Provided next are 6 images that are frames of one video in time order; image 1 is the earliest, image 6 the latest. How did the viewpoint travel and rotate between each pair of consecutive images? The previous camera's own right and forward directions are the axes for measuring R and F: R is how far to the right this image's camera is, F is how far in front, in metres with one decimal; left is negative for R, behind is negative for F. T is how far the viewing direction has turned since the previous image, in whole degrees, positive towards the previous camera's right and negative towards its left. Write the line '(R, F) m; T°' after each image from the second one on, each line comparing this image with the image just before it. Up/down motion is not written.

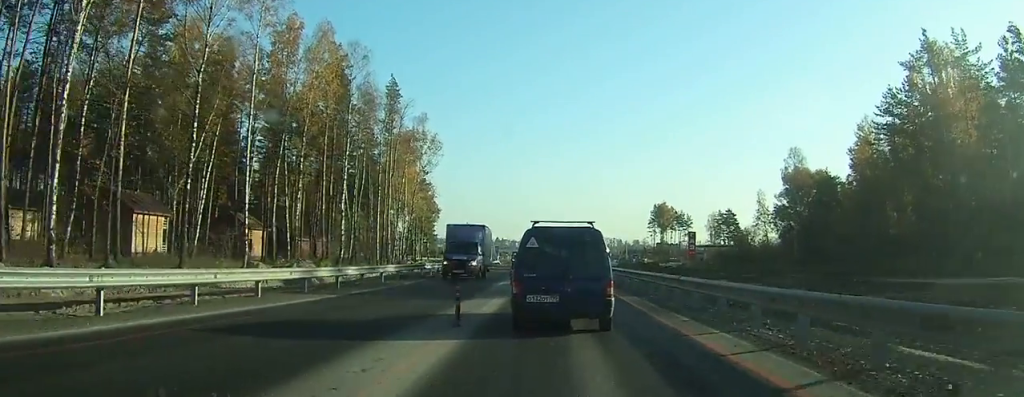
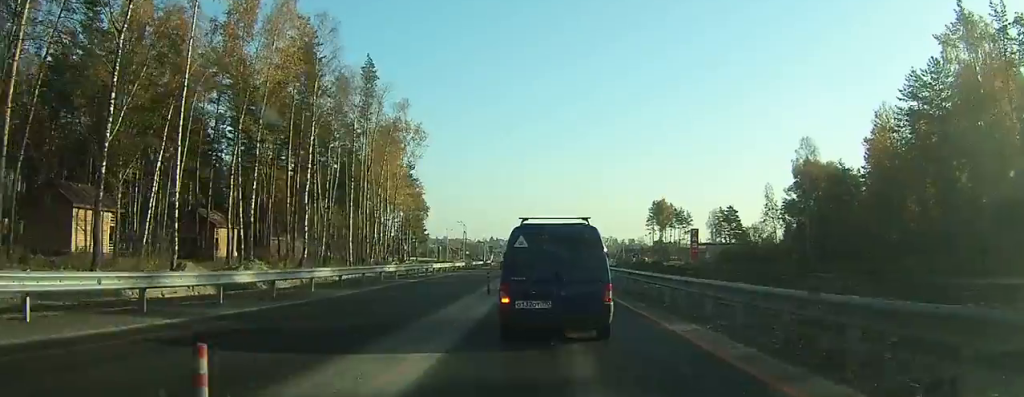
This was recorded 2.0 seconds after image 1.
(+0.2, +6.6) m; 0°
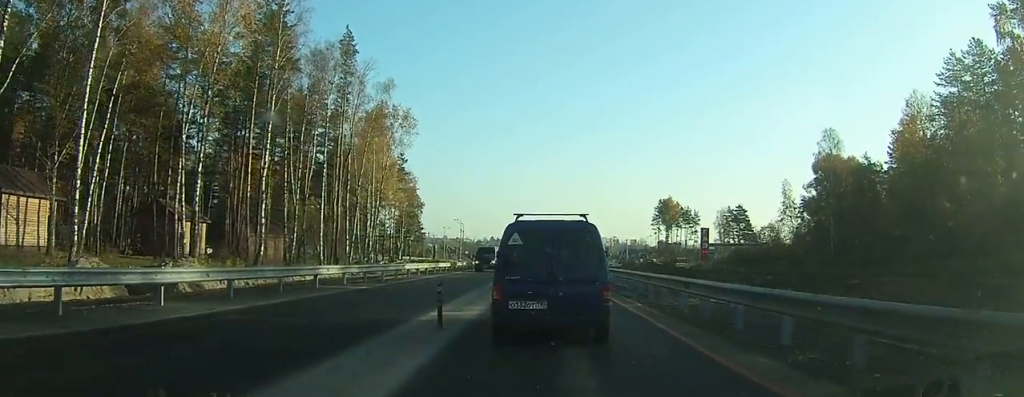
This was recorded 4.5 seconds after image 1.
(-0.2, +7.9) m; -2°
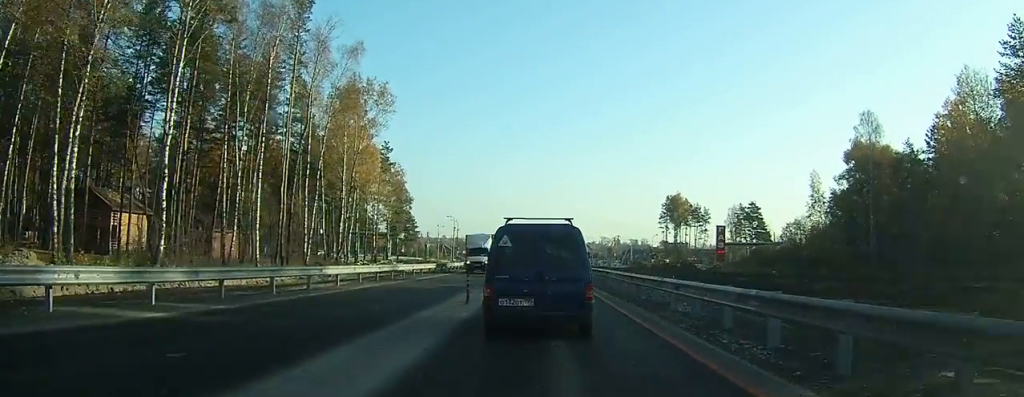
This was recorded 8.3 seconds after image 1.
(0.0, +12.0) m; +1°
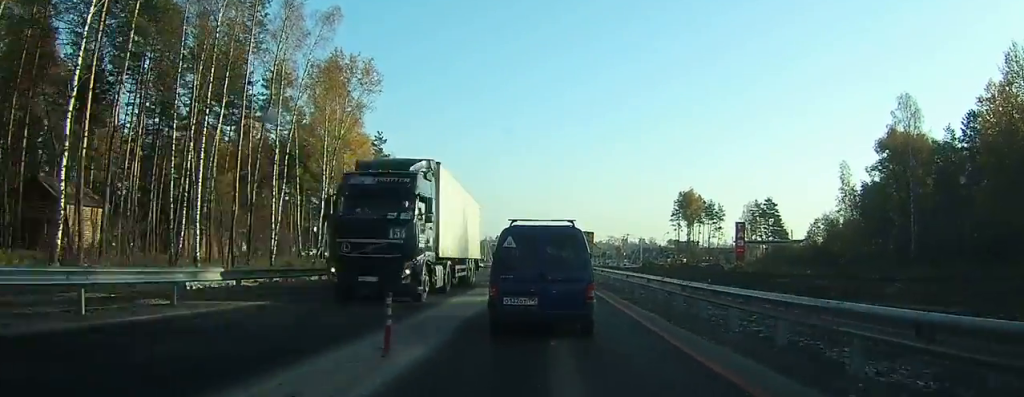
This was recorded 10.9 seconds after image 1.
(0.0, +8.5) m; -1°
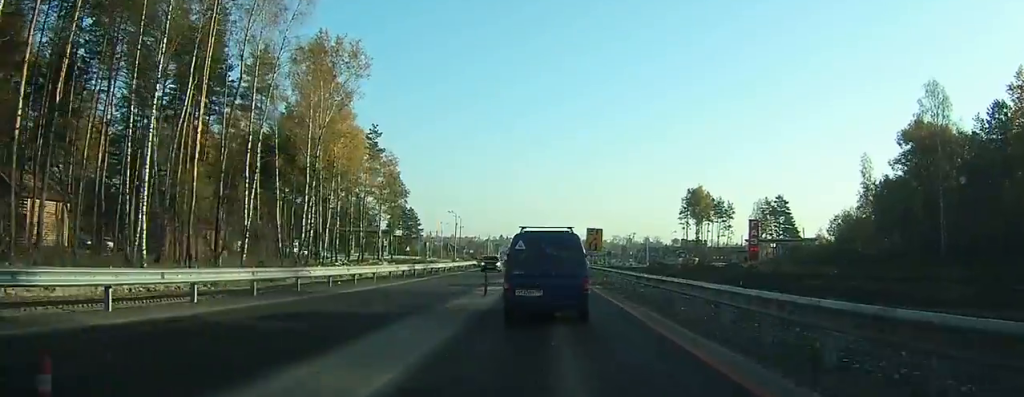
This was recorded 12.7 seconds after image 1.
(-0.1, +6.5) m; -1°
